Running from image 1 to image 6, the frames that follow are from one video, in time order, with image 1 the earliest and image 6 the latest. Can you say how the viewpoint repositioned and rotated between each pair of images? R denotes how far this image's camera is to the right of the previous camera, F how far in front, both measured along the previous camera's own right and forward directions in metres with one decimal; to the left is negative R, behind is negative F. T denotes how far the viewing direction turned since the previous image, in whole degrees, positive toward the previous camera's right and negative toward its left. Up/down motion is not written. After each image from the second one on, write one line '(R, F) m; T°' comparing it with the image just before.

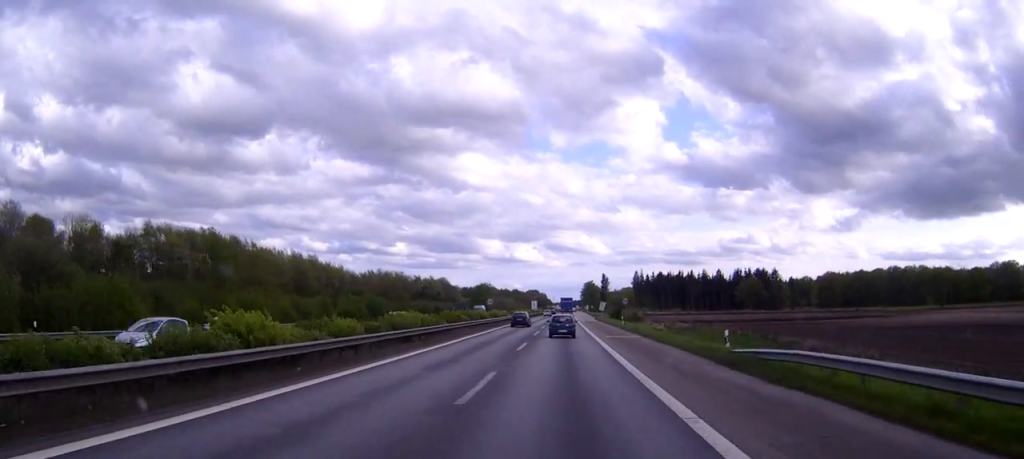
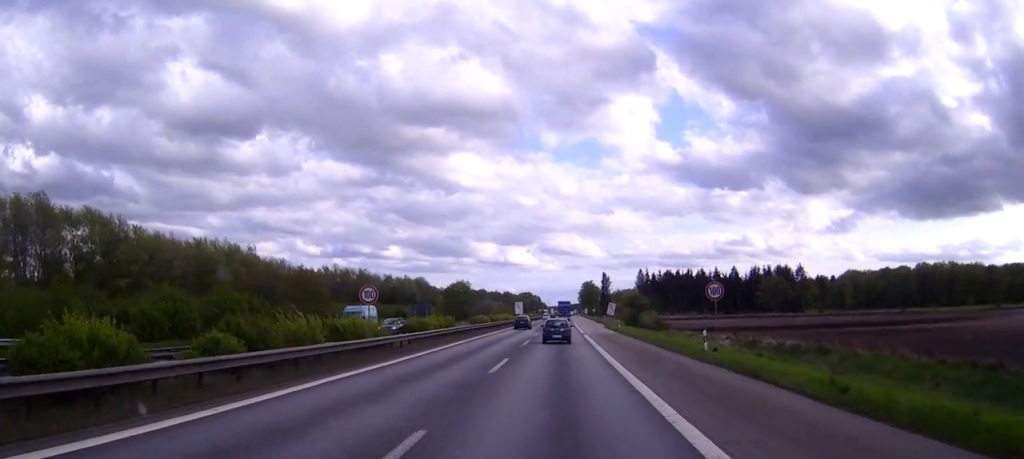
(+0.2, +45.5) m; 0°
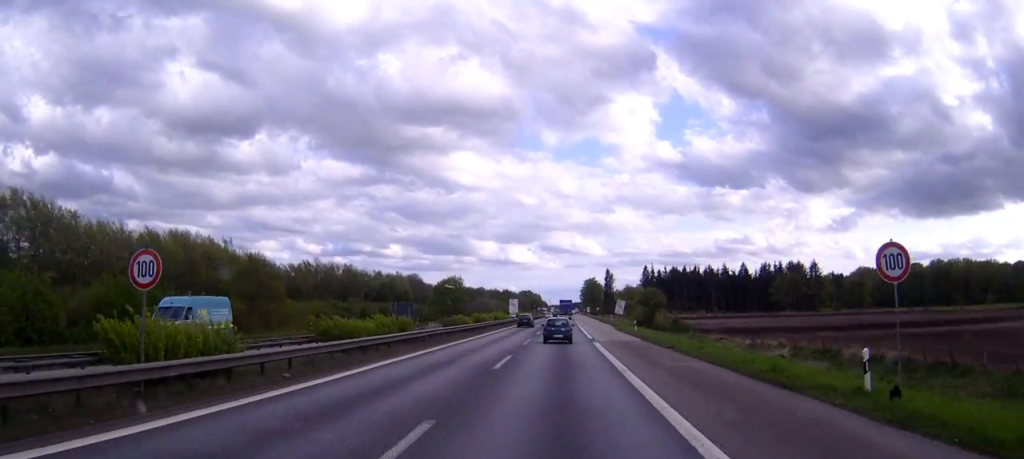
(0.0, +16.5) m; 0°
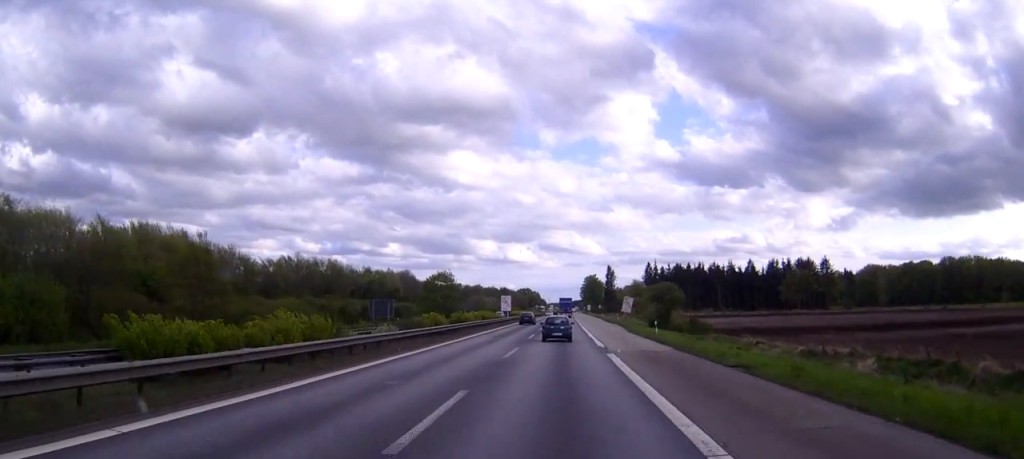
(0.0, +13.8) m; 0°
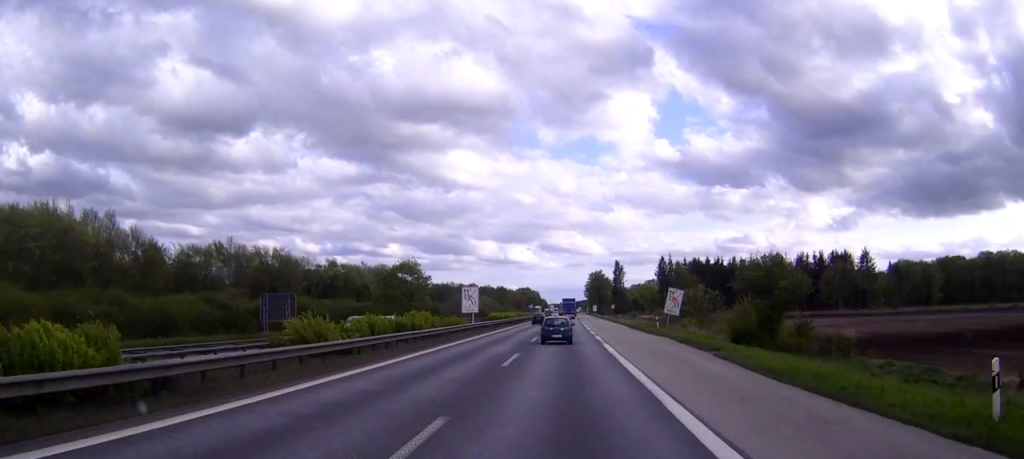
(-0.1, +39.5) m; 0°
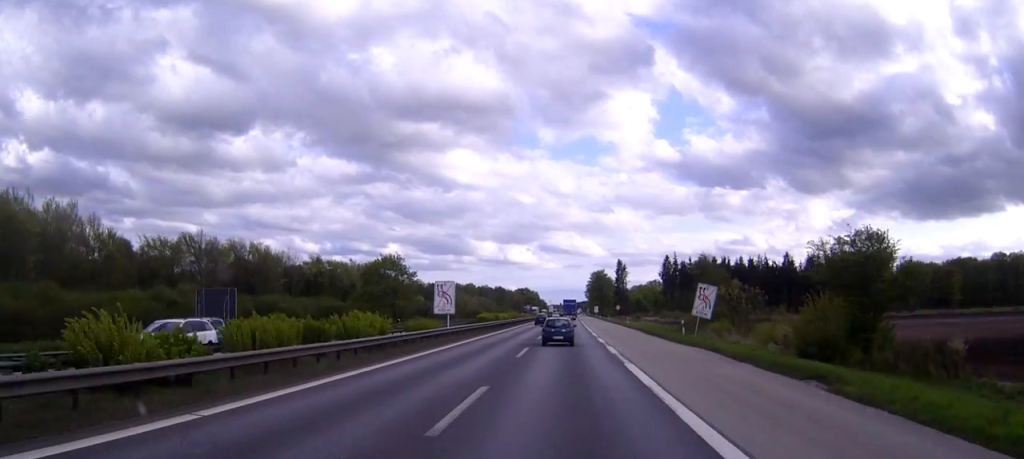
(0.0, +12.8) m; 0°
